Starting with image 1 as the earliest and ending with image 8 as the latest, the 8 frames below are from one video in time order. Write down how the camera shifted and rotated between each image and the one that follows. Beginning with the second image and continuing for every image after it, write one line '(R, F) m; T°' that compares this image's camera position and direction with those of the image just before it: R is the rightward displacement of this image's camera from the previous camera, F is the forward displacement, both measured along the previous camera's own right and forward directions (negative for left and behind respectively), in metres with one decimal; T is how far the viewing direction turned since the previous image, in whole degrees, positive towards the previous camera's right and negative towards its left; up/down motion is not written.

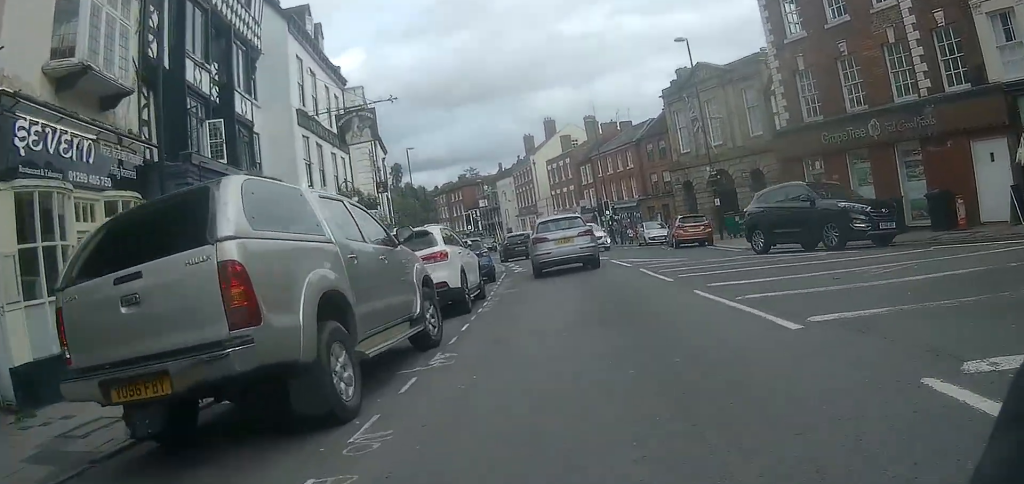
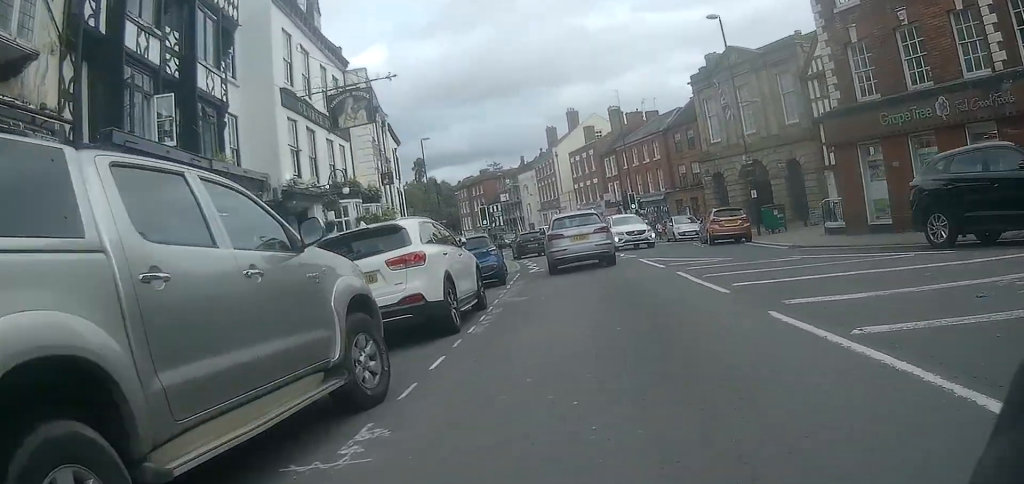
(+0.2, +2.8) m; -2°
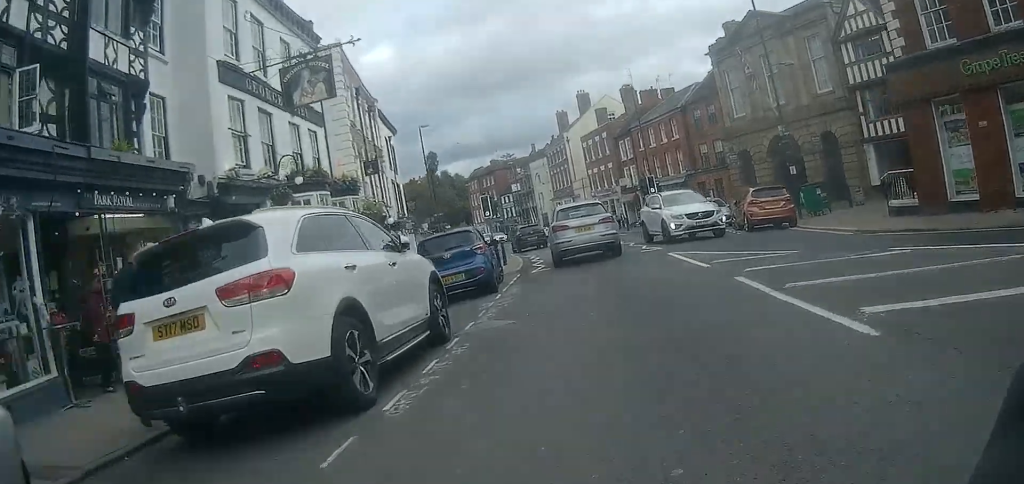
(-0.3, +3.8) m; -3°
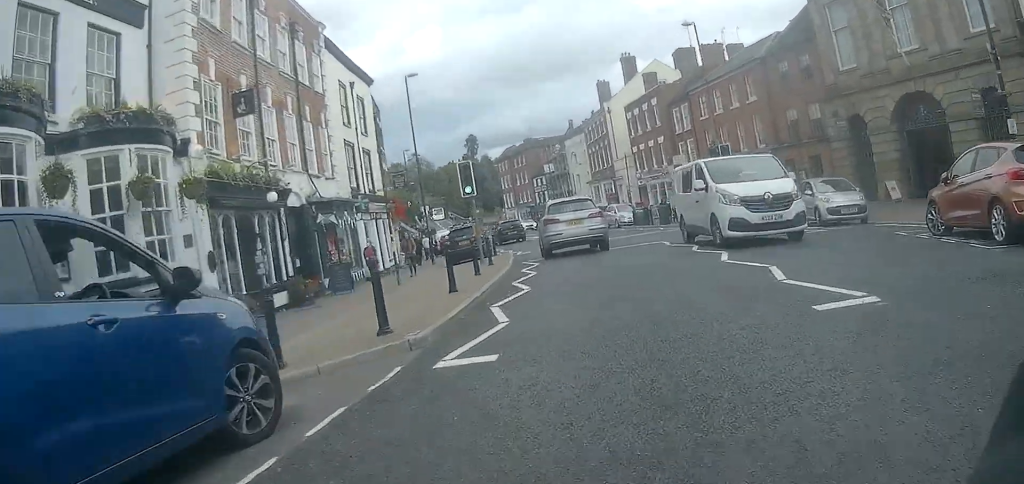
(+0.2, +12.0) m; +5°
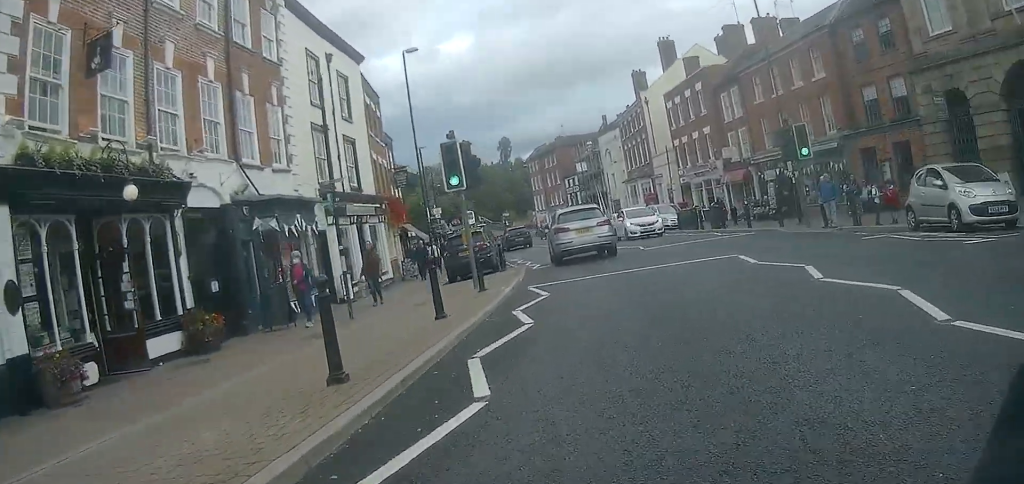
(0.0, +5.9) m; -1°
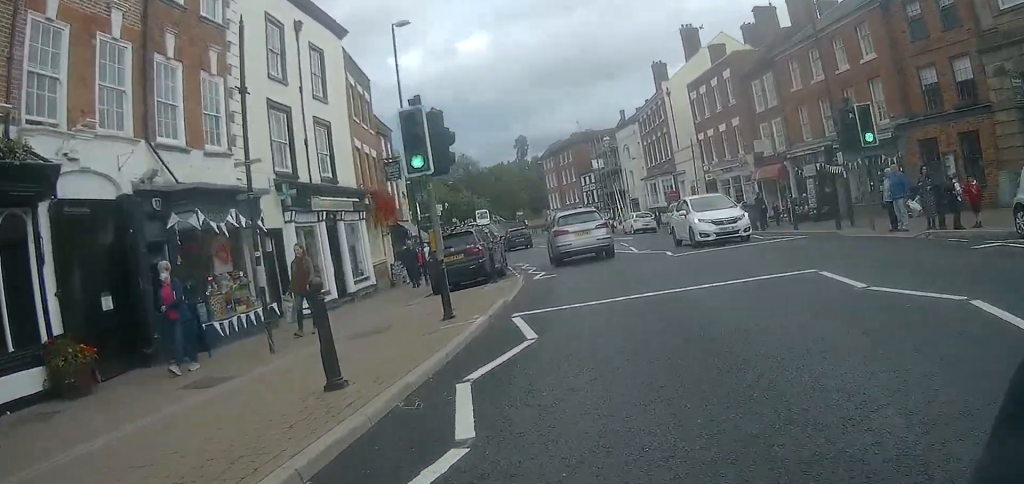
(-0.1, +3.9) m; -3°
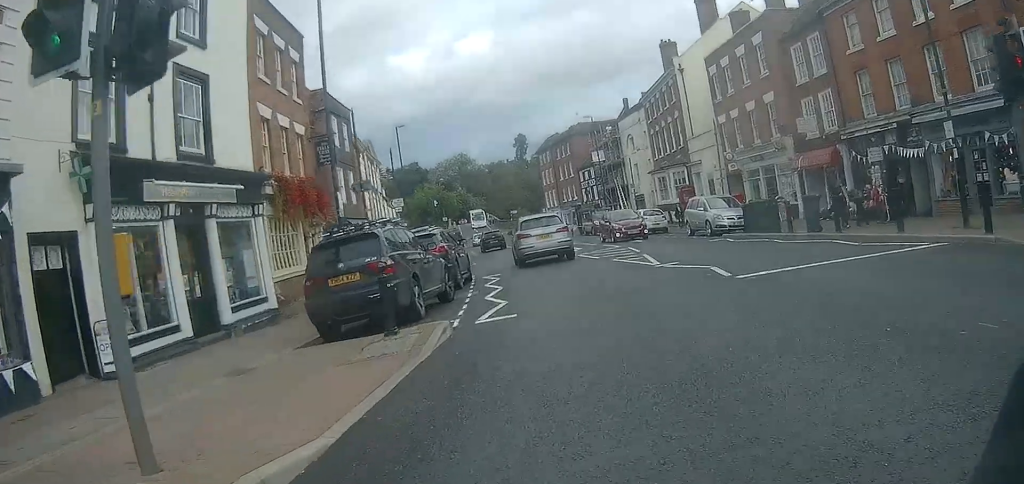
(-0.4, +7.5) m; -6°
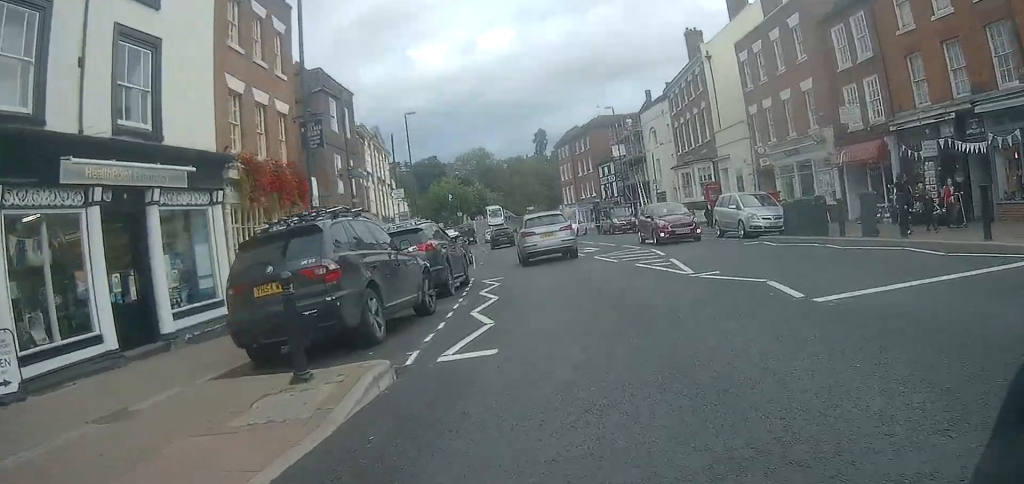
(0.0, +2.7) m; -2°
